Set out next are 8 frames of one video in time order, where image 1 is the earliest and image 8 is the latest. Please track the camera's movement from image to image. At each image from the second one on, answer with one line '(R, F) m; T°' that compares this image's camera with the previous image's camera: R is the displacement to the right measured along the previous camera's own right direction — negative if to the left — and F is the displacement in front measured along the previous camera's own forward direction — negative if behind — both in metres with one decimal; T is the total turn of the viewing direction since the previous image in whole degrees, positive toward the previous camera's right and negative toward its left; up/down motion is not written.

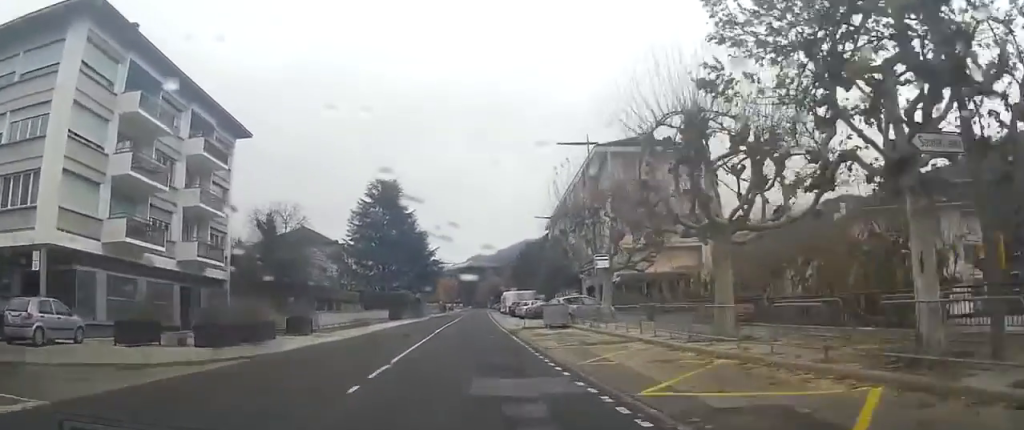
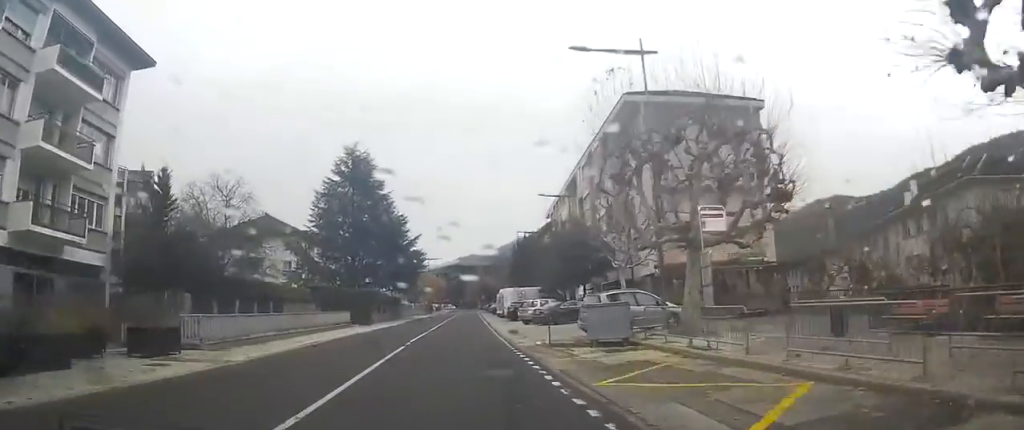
(-0.7, +14.2) m; -3°
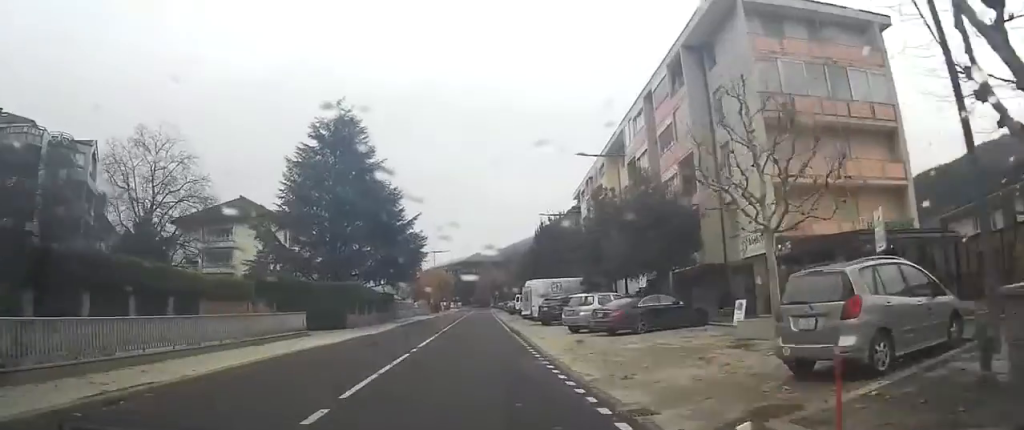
(-0.1, +14.8) m; +1°
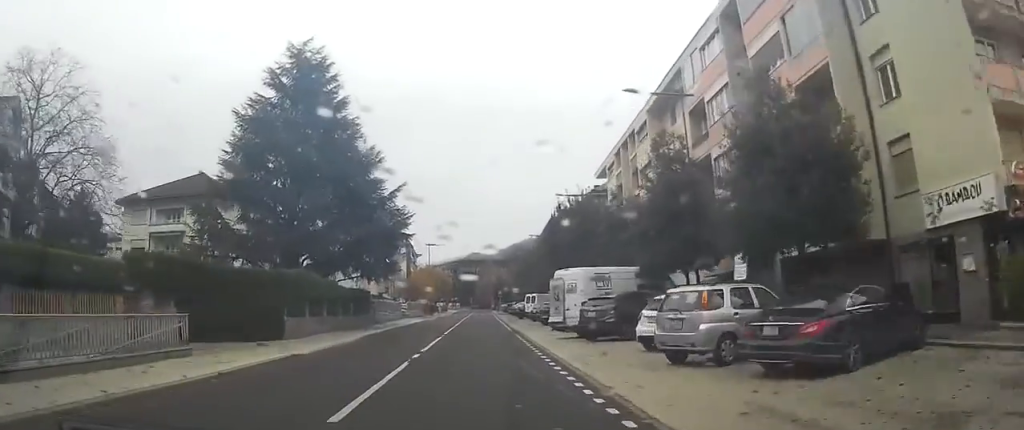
(+0.3, +12.9) m; 0°
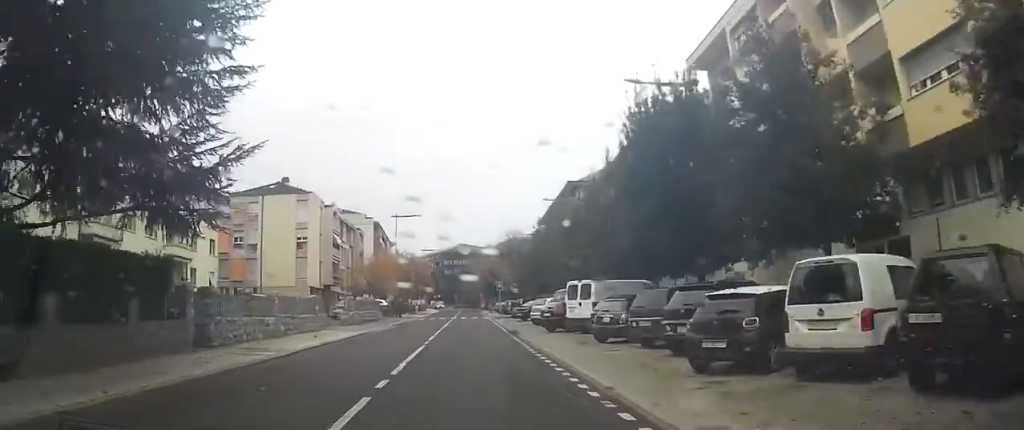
(-0.1, +28.3) m; 0°
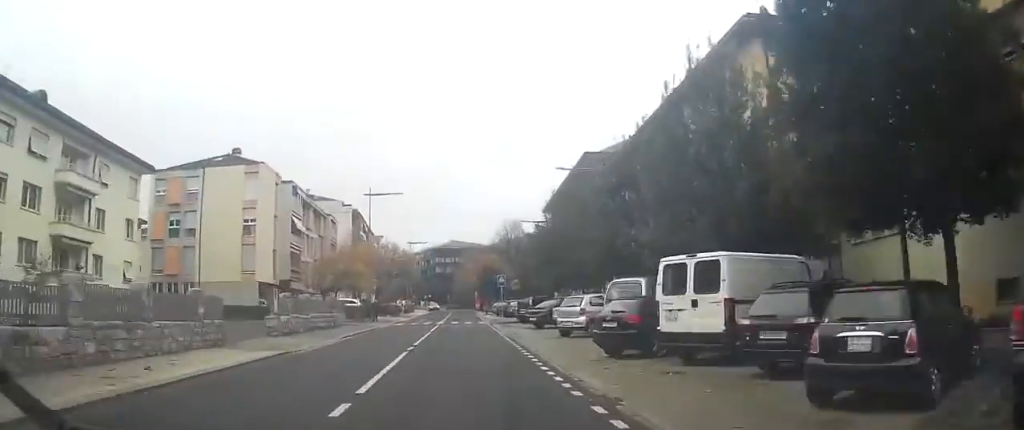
(-0.1, +13.8) m; 0°
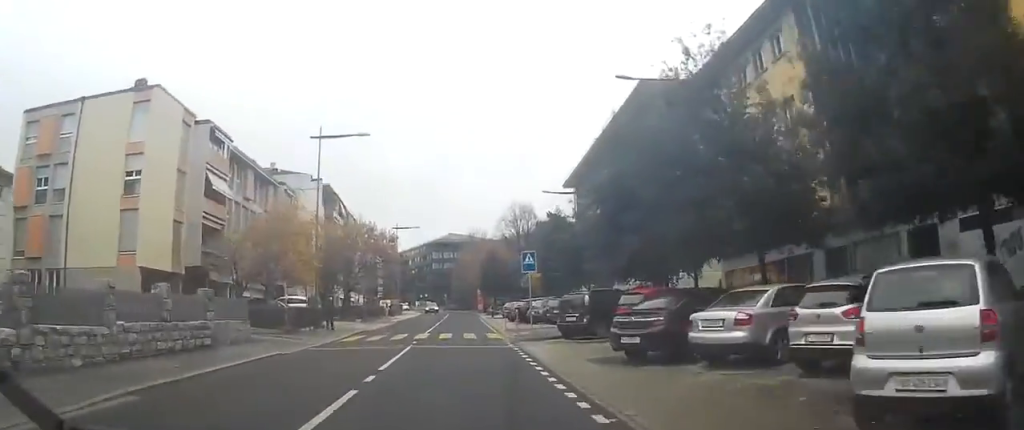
(+0.2, +18.8) m; +1°
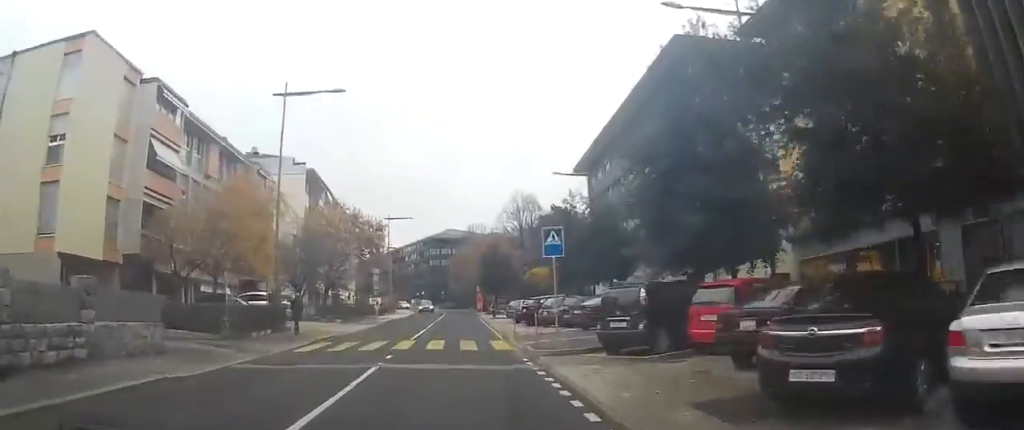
(0.0, +7.0) m; 0°
